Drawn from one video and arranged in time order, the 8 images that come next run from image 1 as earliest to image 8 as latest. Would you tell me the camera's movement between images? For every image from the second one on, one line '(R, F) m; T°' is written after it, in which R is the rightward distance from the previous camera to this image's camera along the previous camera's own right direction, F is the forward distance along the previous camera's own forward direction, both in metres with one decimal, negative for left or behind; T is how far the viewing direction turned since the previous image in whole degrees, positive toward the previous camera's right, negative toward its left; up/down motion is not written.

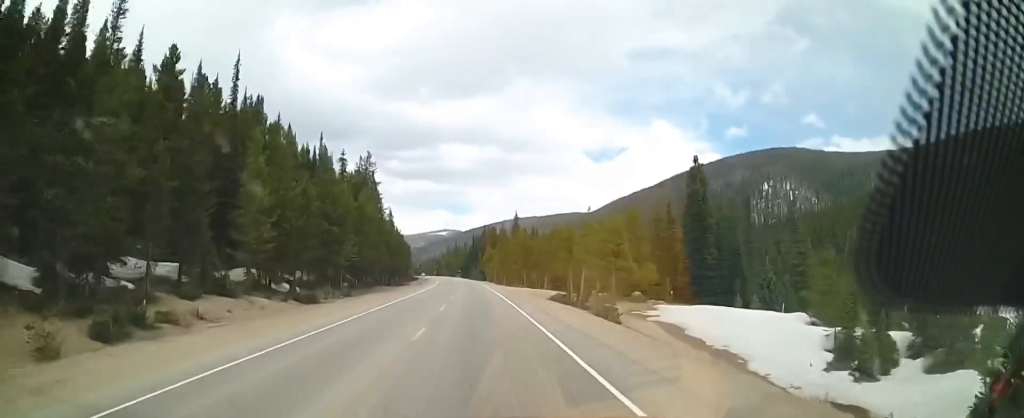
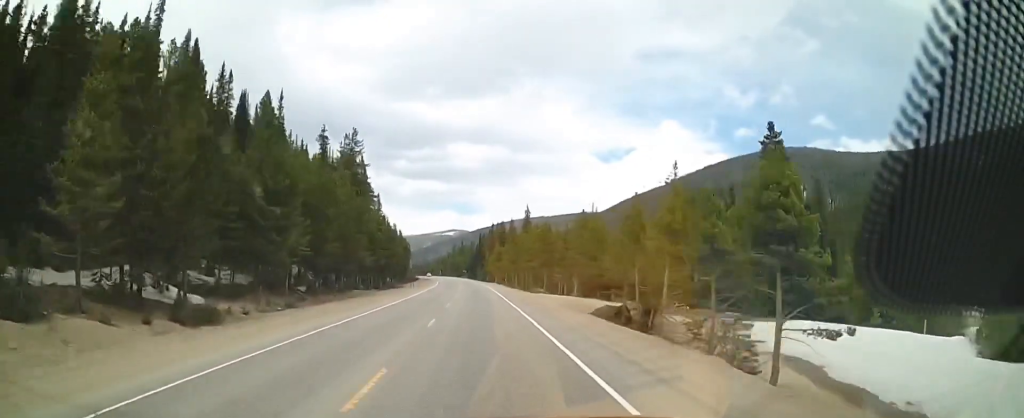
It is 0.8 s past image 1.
(-0.1, +19.7) m; 0°
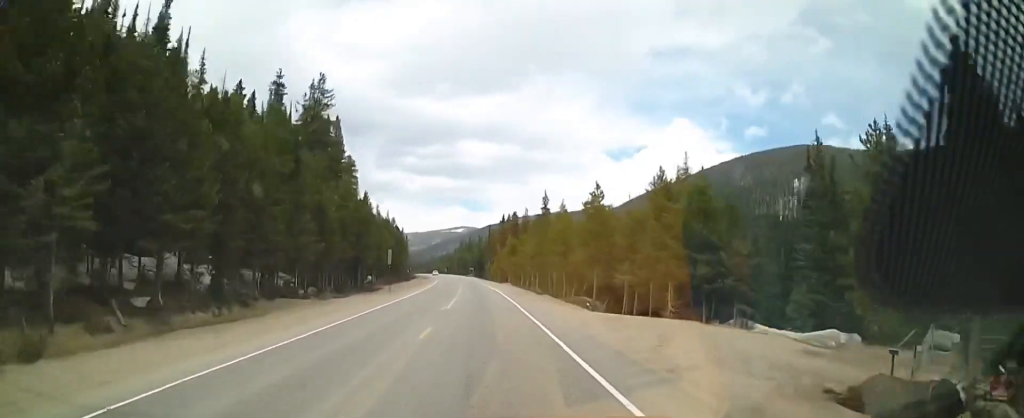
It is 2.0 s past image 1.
(-0.1, +26.9) m; -1°
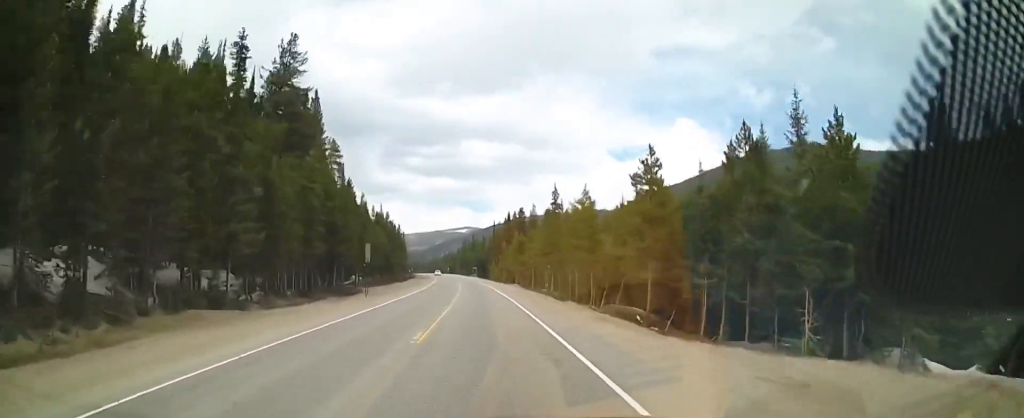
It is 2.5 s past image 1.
(-0.1, +13.5) m; -1°
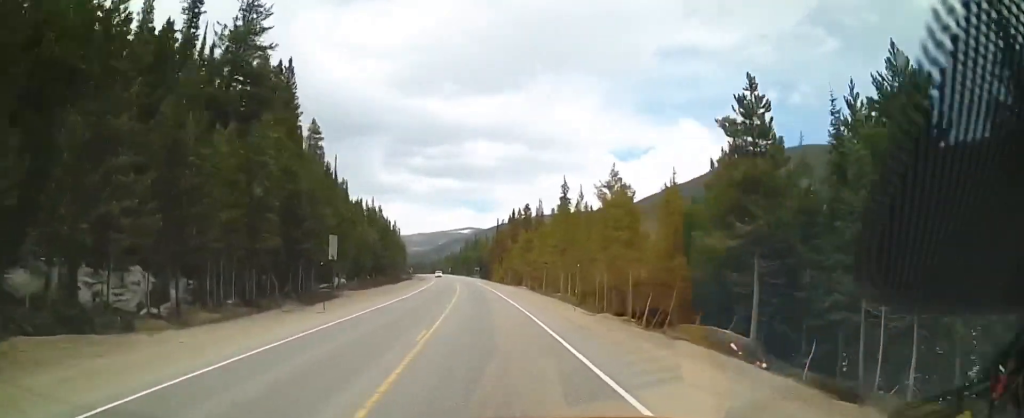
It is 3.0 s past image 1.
(-0.2, +11.9) m; 0°
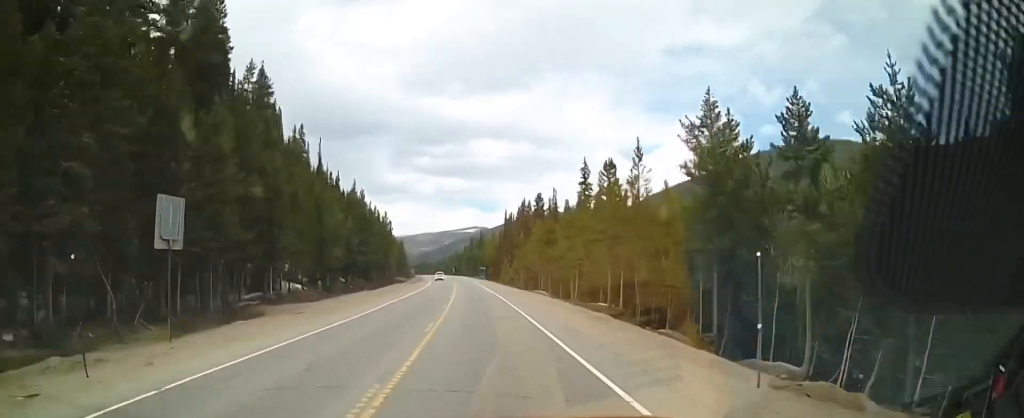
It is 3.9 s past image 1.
(-0.1, +20.0) m; 0°
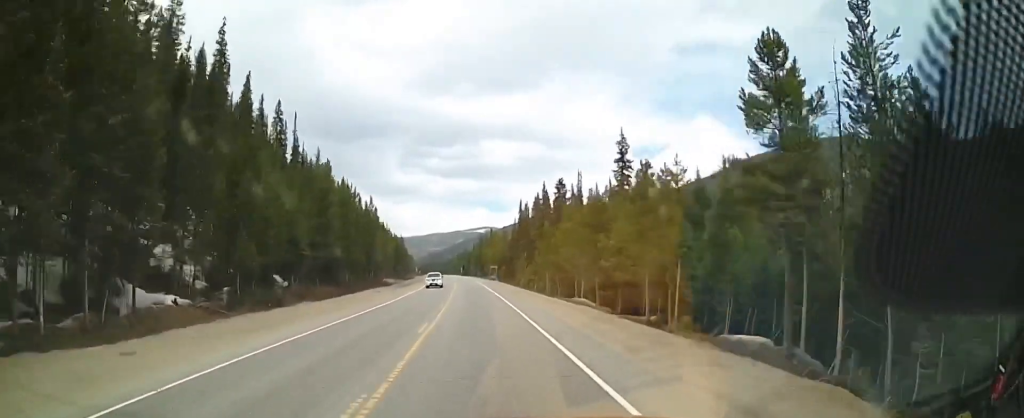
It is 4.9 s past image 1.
(+0.2, +24.2) m; -1°
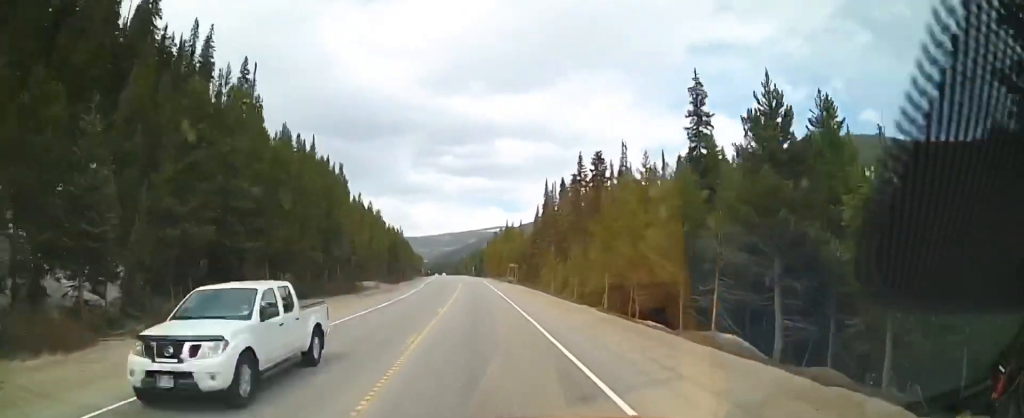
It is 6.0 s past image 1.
(-0.8, +27.7) m; -3°
